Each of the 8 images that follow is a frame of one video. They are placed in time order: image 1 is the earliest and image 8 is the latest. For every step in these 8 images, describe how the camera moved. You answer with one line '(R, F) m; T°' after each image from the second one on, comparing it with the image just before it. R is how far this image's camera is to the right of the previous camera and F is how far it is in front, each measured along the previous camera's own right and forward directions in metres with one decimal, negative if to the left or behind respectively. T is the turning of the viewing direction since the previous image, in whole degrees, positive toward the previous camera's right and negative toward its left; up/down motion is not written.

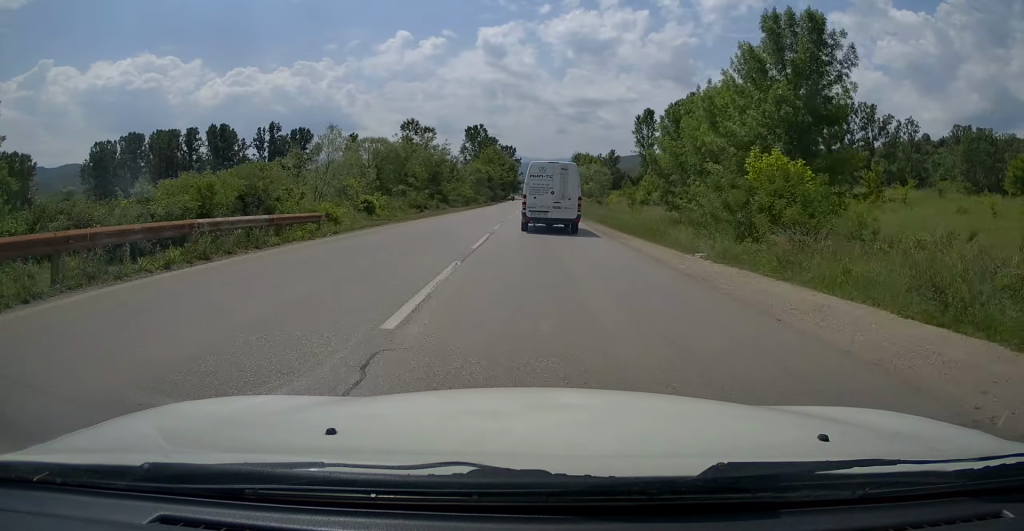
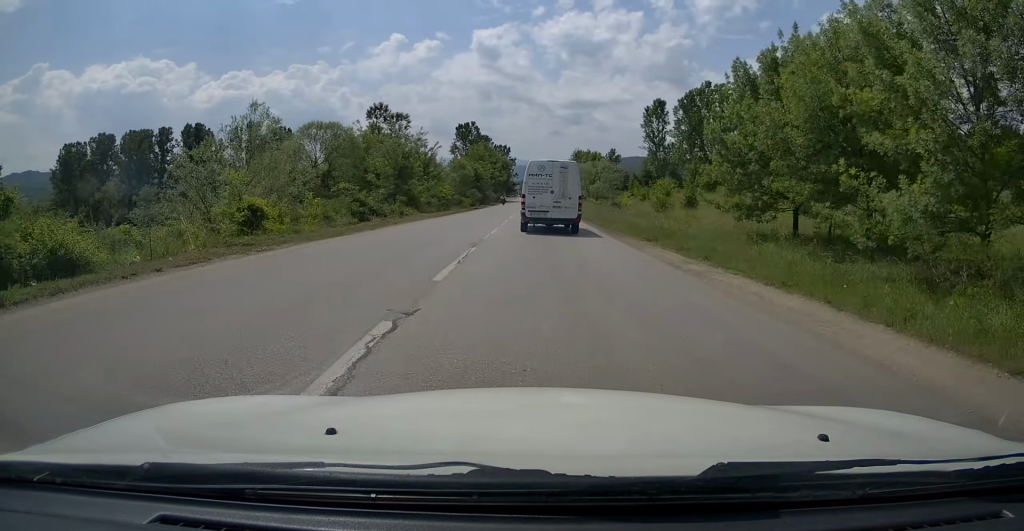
(0.0, +14.6) m; +1°
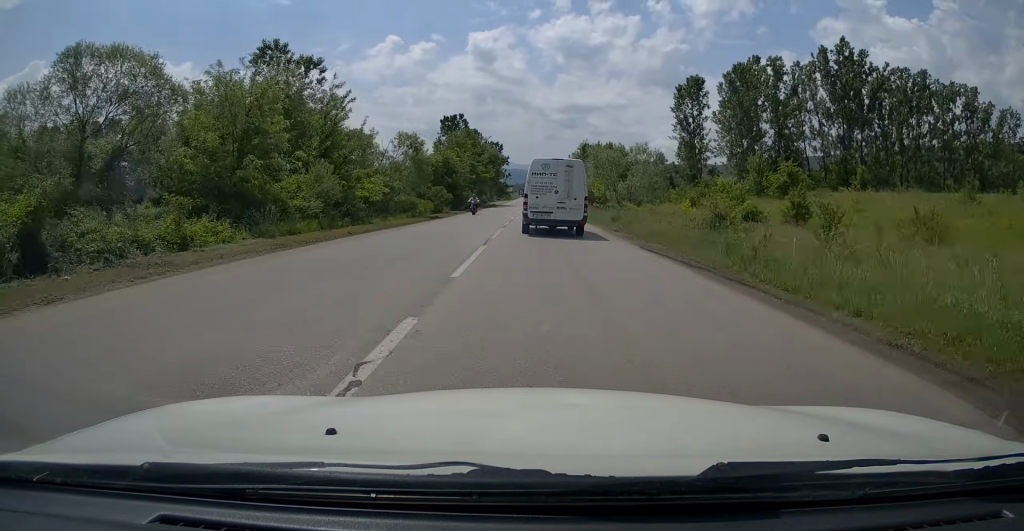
(+0.4, +26.4) m; +1°
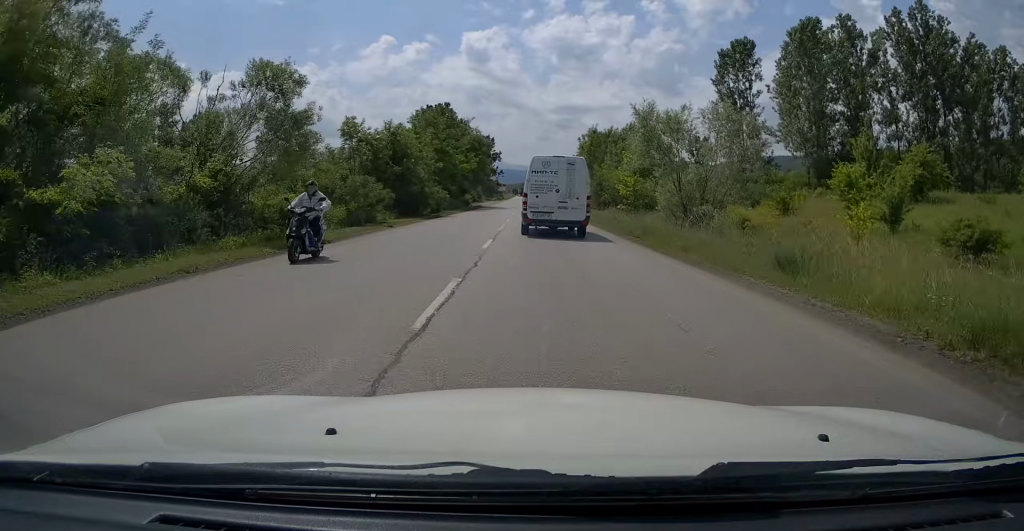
(+0.2, +21.5) m; 0°
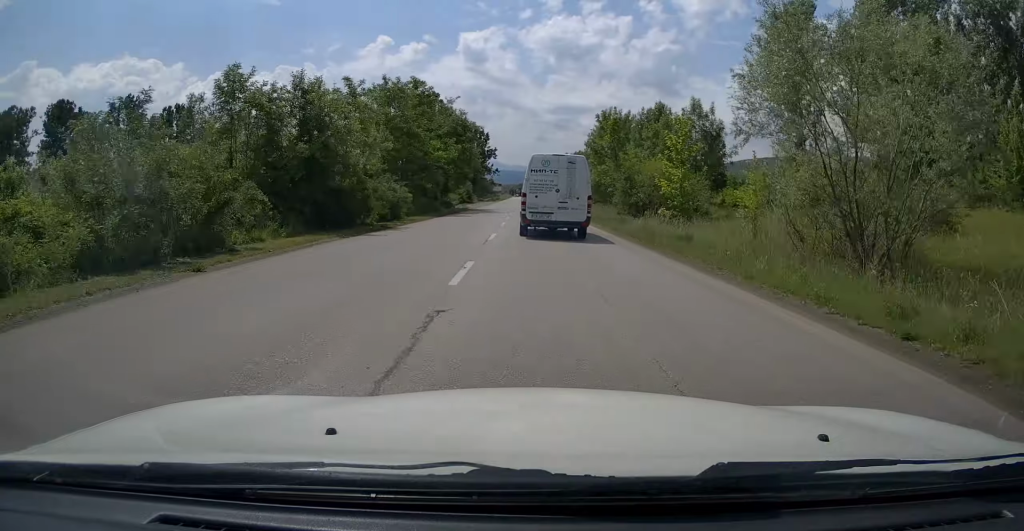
(-0.1, +15.4) m; 0°
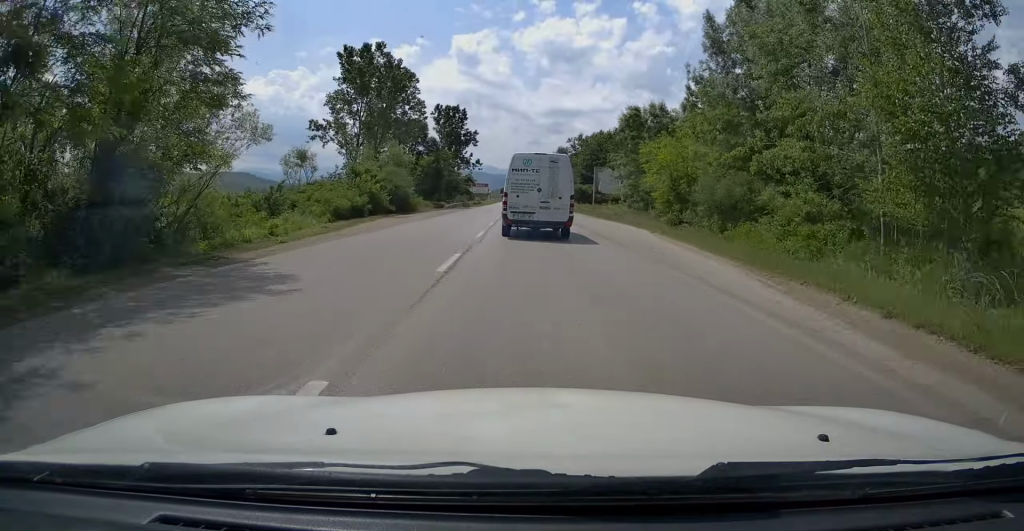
(+0.6, +54.0) m; +1°
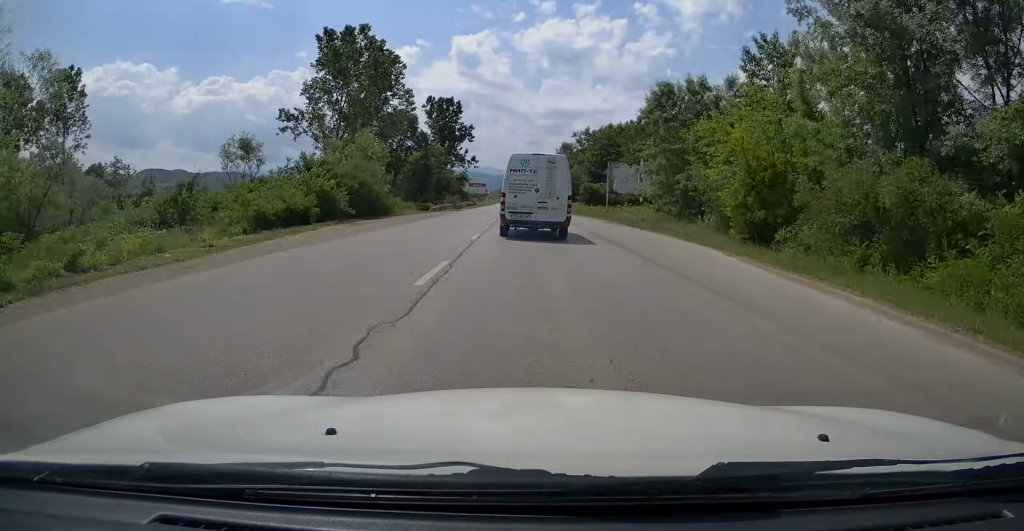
(0.0, +10.7) m; 0°
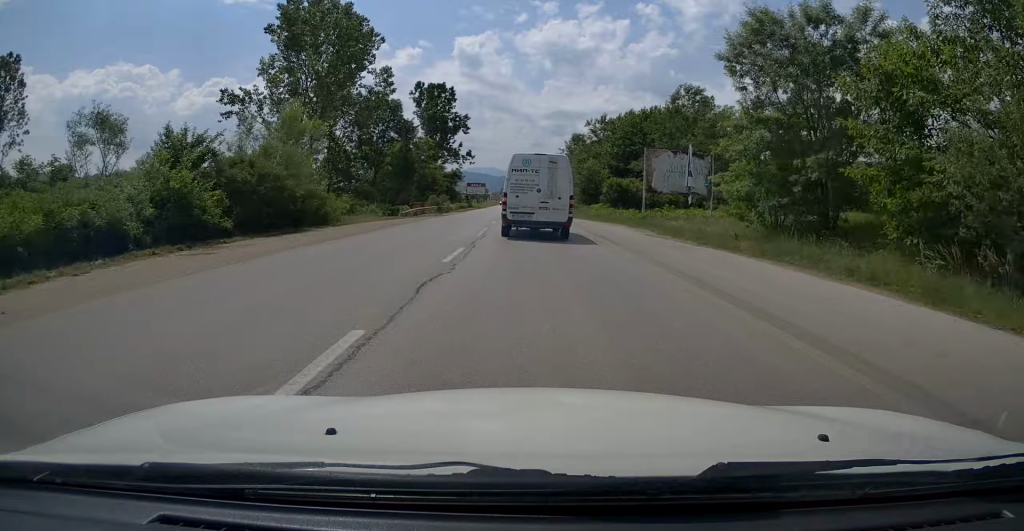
(0.0, +15.2) m; 0°
